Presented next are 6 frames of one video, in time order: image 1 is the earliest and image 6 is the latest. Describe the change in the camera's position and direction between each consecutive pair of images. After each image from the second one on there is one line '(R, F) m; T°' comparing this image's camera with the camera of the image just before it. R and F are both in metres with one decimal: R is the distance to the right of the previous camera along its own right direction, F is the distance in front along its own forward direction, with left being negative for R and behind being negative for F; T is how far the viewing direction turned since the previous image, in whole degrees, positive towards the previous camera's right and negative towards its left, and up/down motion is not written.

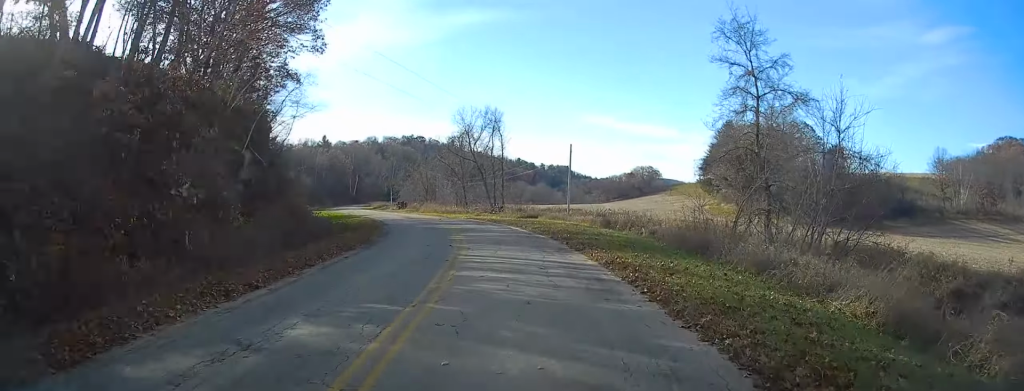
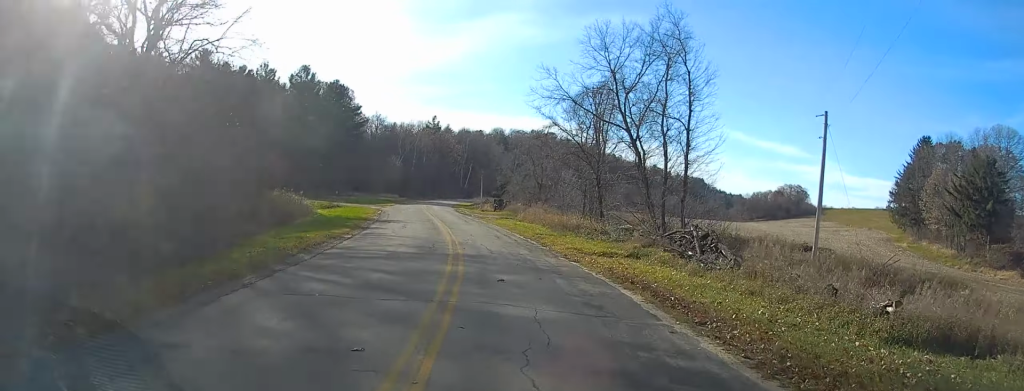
(-3.2, +38.7) m; -11°
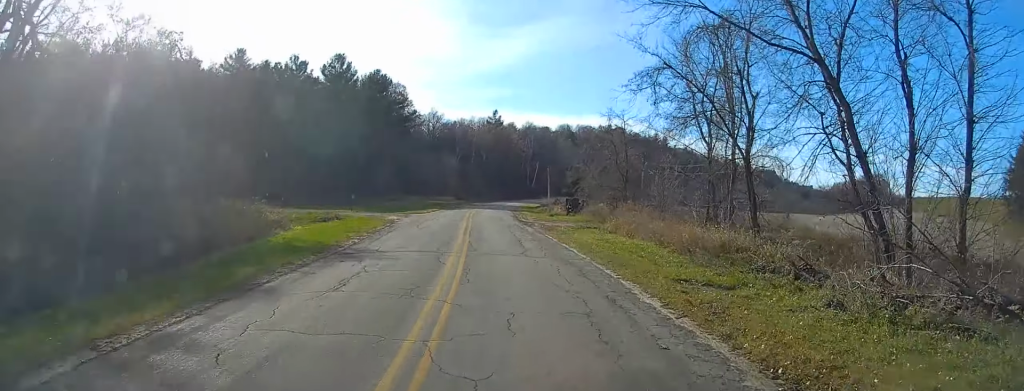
(-0.9, +18.1) m; -5°
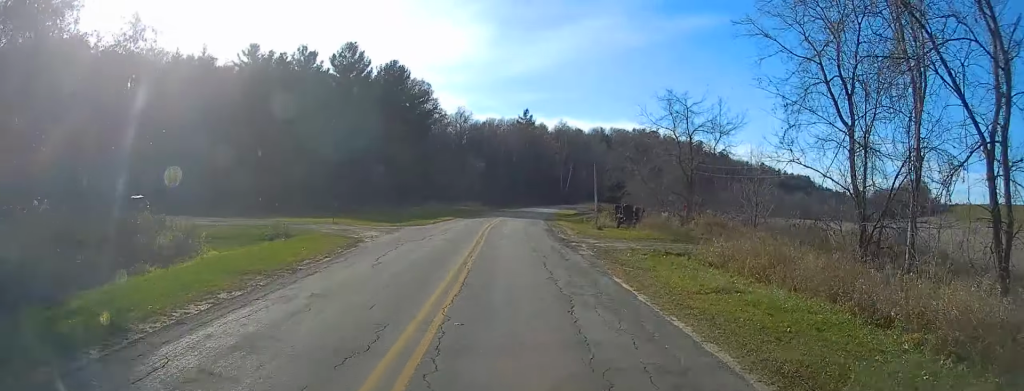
(-0.4, +12.6) m; -2°
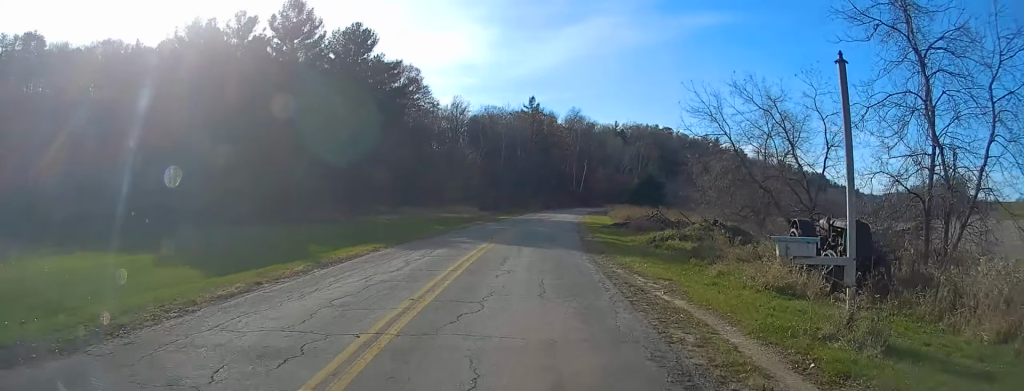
(-0.5, +28.4) m; -2°
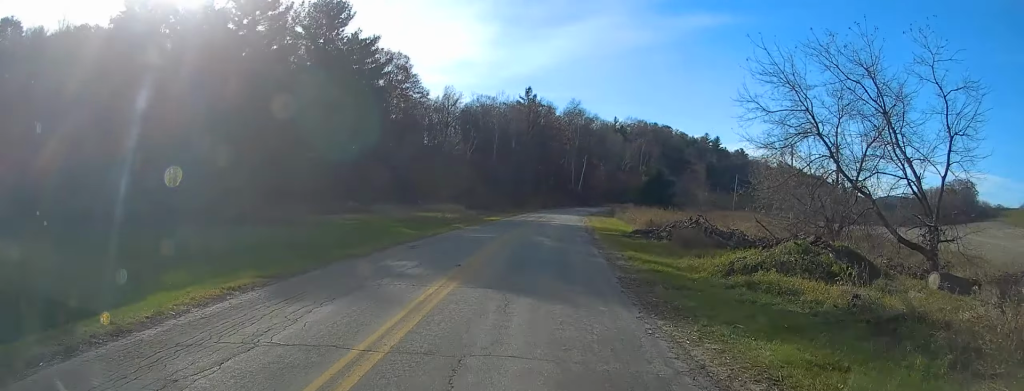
(-0.2, +11.2) m; +1°
